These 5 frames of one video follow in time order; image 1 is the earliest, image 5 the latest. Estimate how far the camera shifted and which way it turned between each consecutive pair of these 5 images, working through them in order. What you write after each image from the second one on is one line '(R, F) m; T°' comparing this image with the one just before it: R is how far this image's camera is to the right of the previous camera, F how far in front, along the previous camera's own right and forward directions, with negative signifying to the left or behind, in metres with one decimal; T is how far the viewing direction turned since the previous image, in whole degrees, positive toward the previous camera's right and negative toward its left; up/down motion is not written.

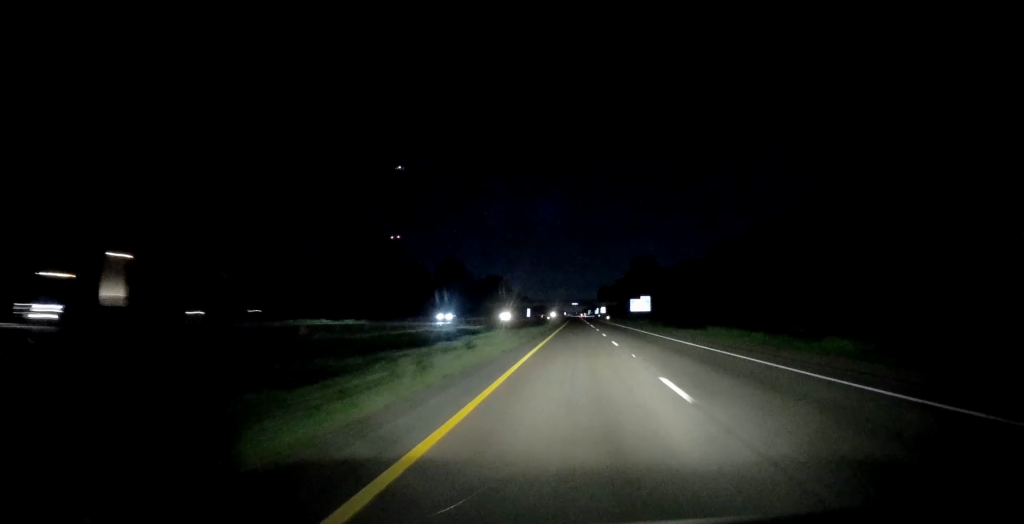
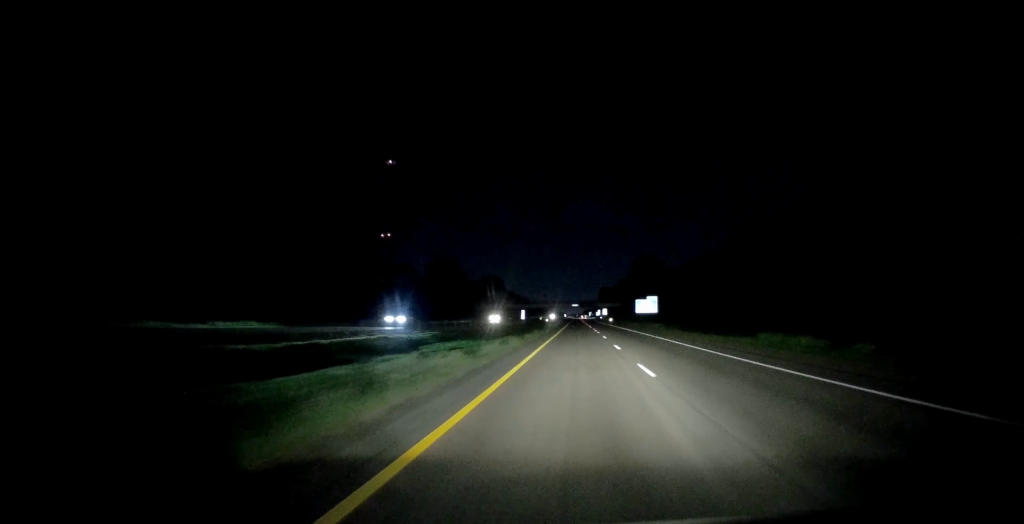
(-0.3, +13.6) m; 0°
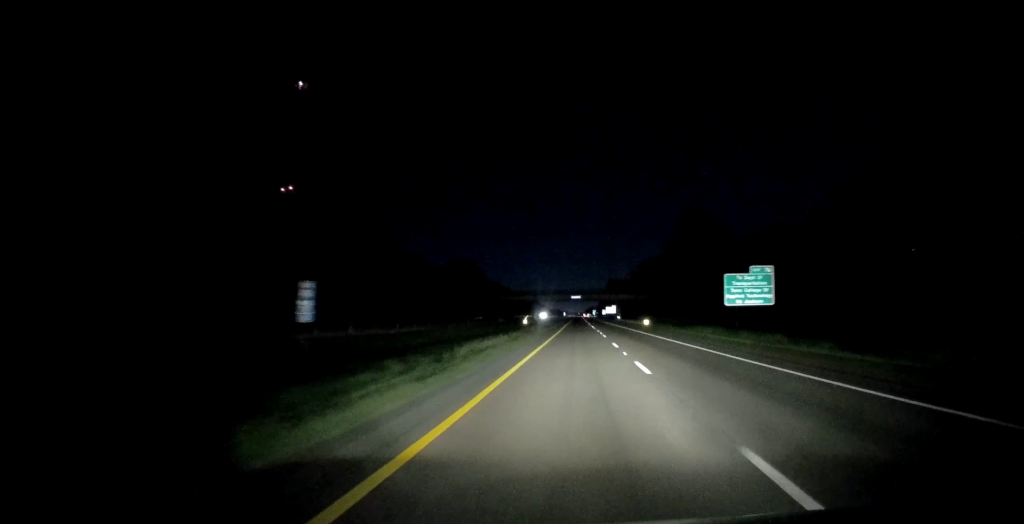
(+0.1, +88.6) m; 0°
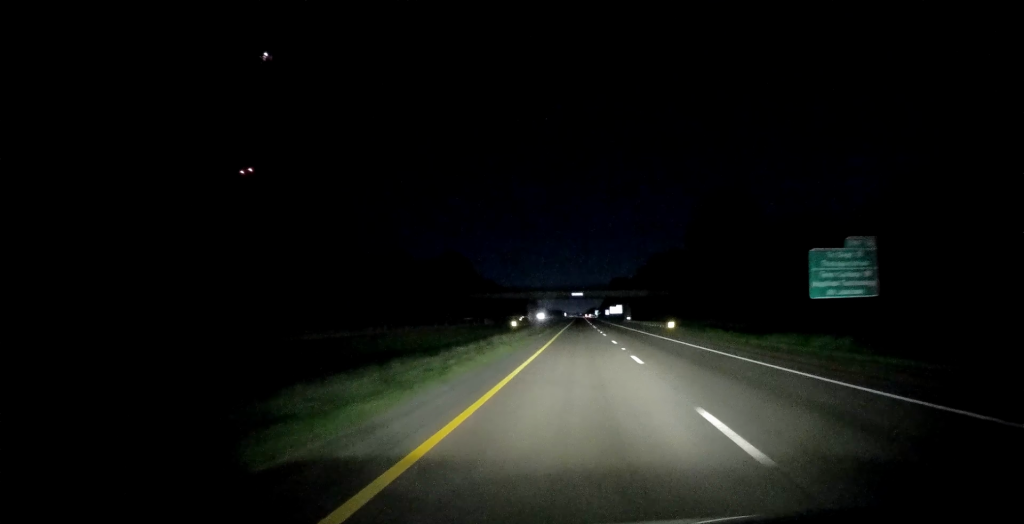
(+0.2, +22.4) m; 0°
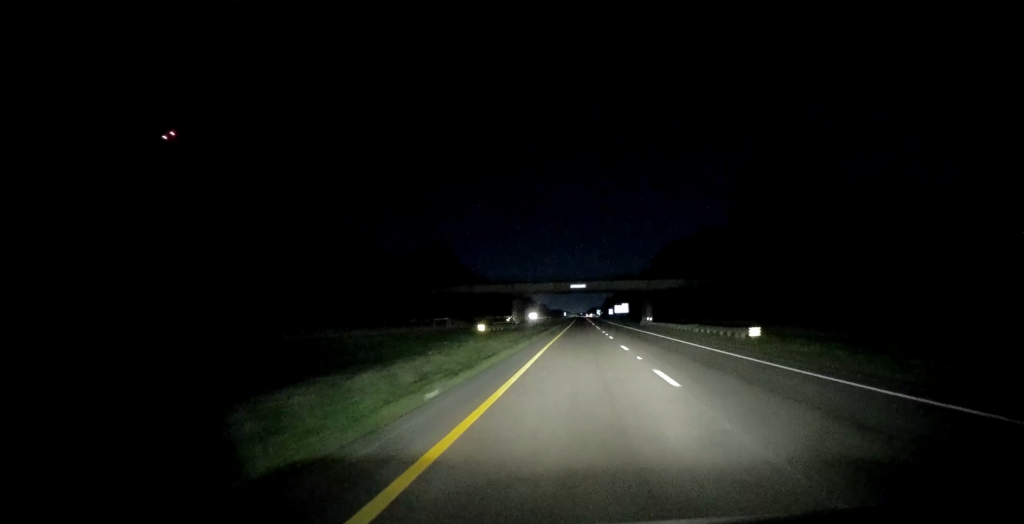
(0.0, +32.5) m; -1°
